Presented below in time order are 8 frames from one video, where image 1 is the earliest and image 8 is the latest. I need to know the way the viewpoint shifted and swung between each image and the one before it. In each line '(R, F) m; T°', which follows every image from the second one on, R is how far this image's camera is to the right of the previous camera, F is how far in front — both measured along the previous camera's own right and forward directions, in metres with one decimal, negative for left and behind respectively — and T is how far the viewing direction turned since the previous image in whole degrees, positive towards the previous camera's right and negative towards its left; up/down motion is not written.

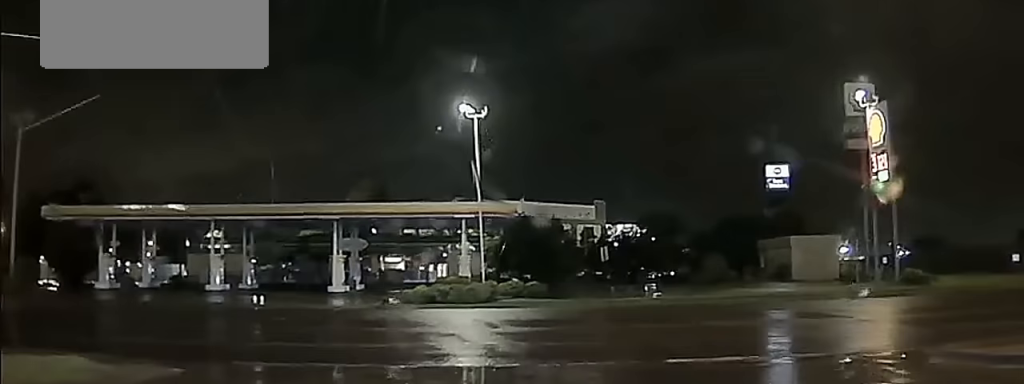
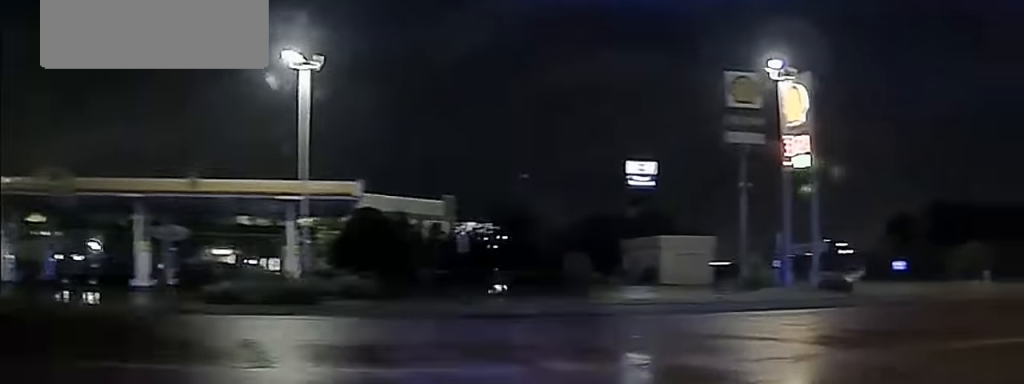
(+0.6, +12.2) m; +11°
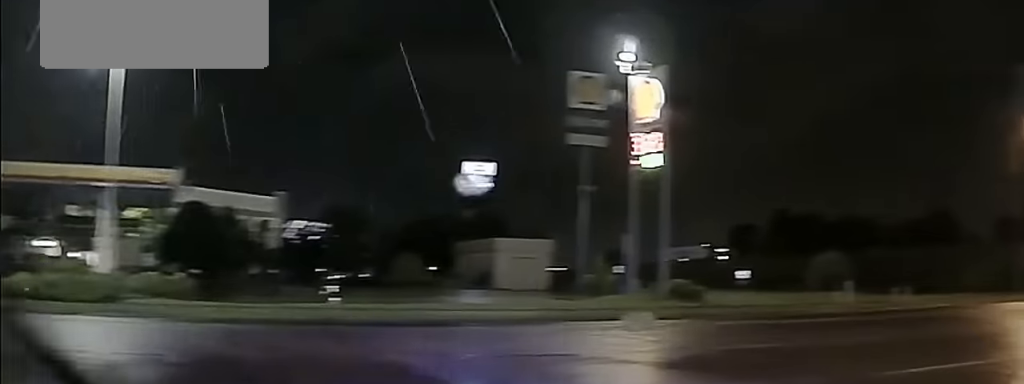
(-0.2, +3.6) m; +8°
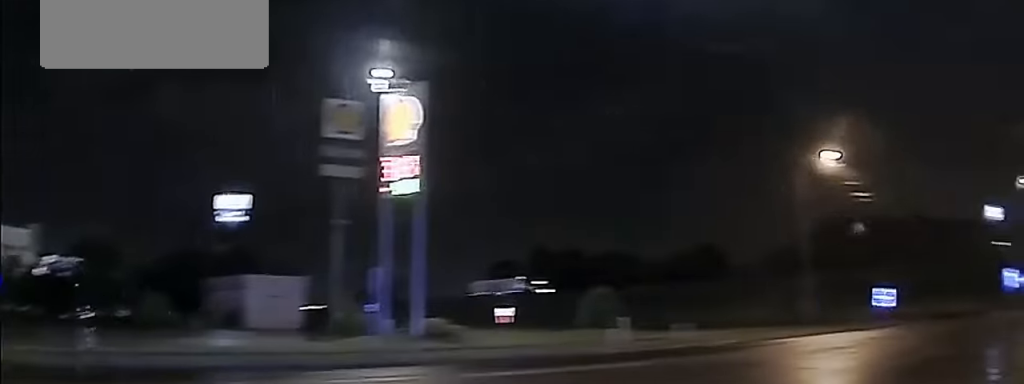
(+0.9, +3.6) m; +18°
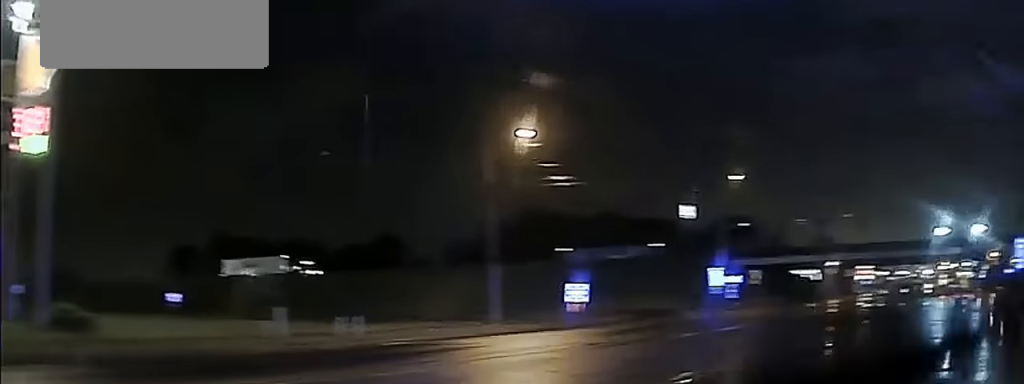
(+0.8, +4.3) m; +17°
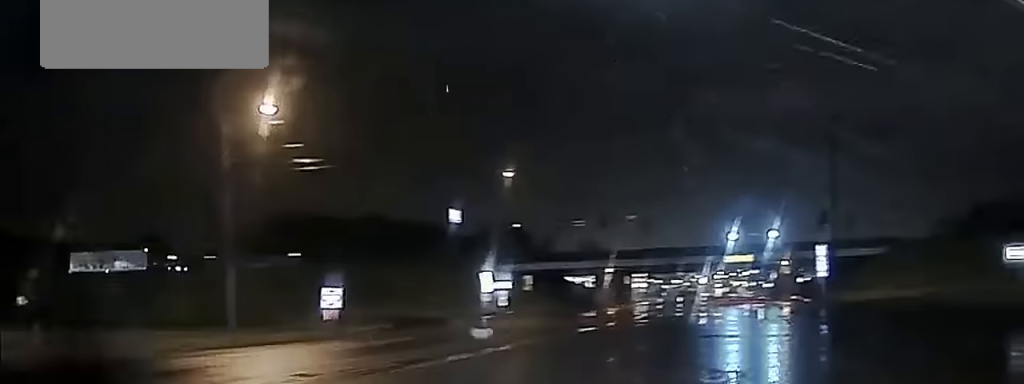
(+0.6, +5.1) m; +12°
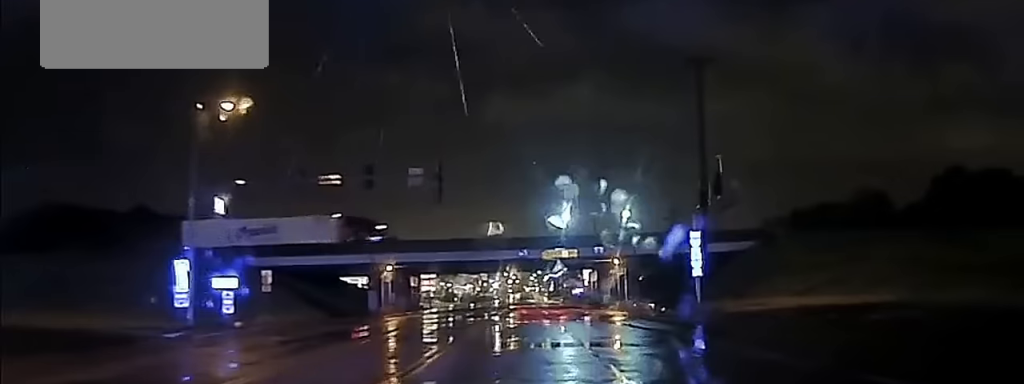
(+4.3, +19.8) m; +18°
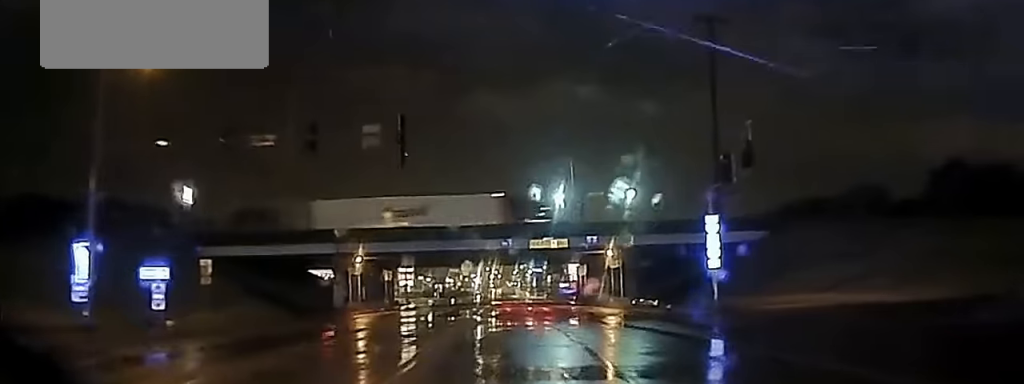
(0.0, +7.0) m; +1°
